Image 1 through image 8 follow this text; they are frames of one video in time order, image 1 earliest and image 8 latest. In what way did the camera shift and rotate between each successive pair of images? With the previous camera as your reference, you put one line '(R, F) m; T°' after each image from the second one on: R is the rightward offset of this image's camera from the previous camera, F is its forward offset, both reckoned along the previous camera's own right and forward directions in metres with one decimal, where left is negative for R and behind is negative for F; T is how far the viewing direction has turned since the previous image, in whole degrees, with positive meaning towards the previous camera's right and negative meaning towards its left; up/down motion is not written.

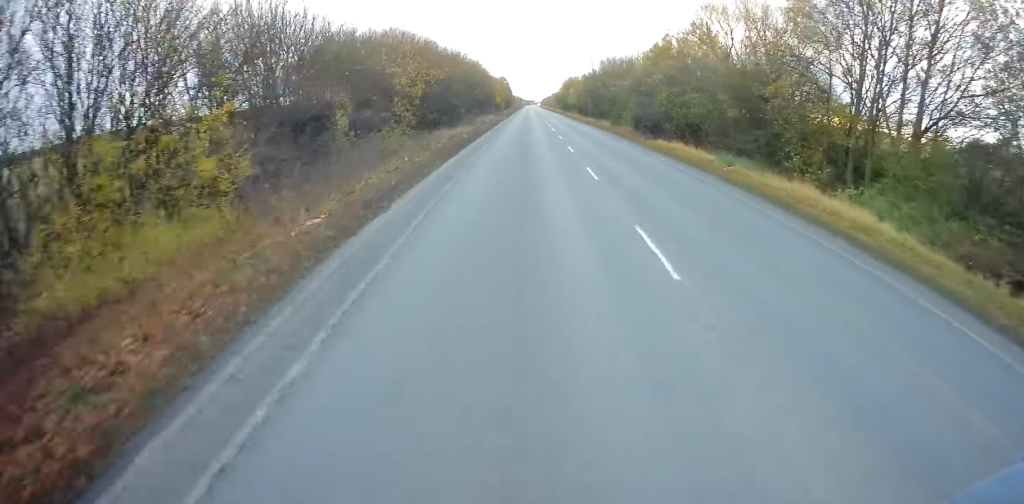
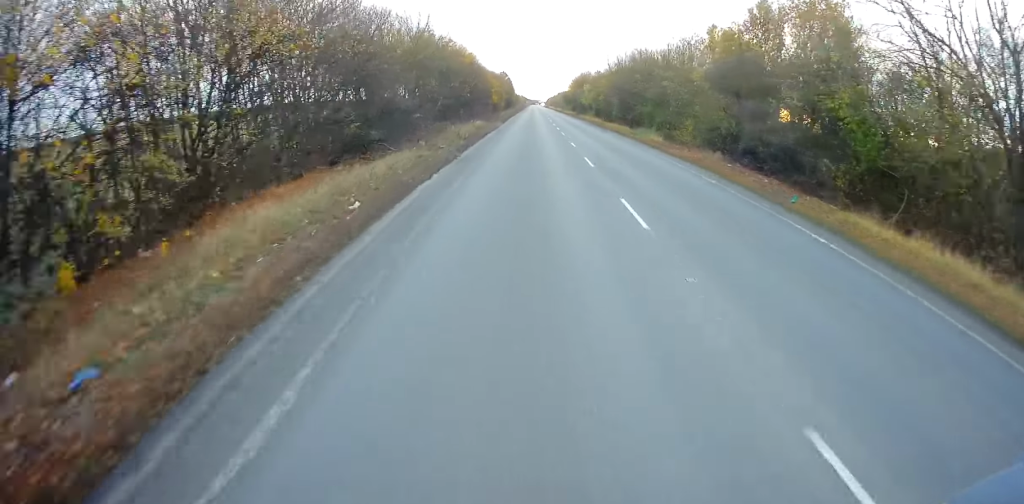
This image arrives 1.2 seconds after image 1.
(+0.5, +24.4) m; +1°
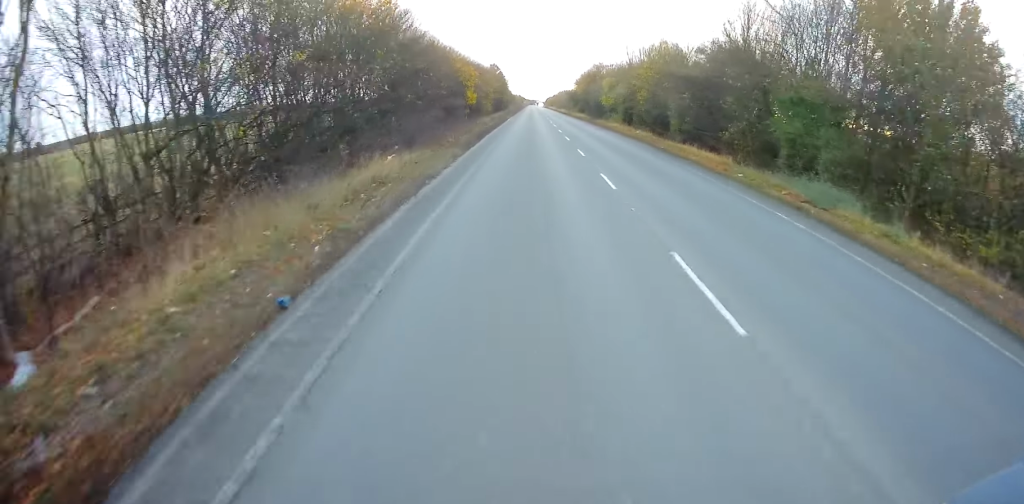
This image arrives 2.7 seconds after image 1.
(-0.6, +31.6) m; -1°
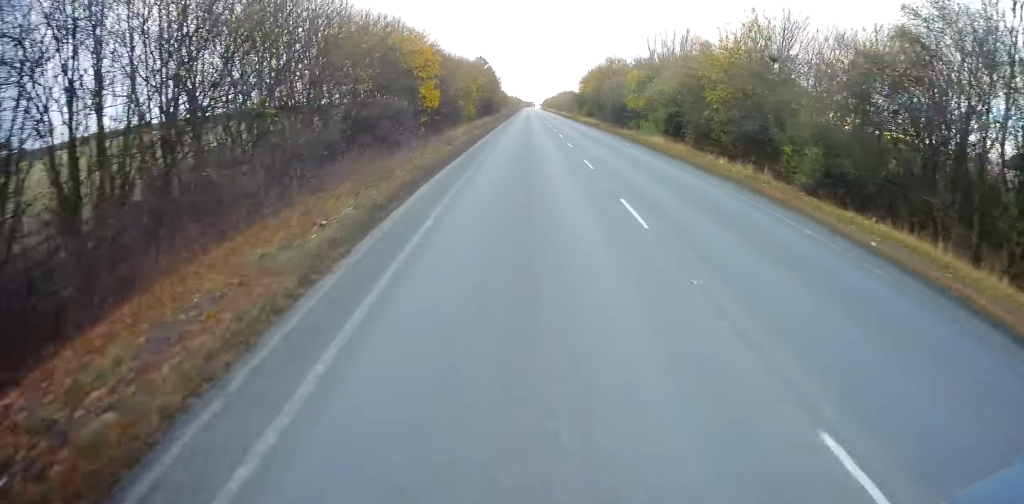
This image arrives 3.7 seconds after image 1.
(+0.3, +22.7) m; +2°
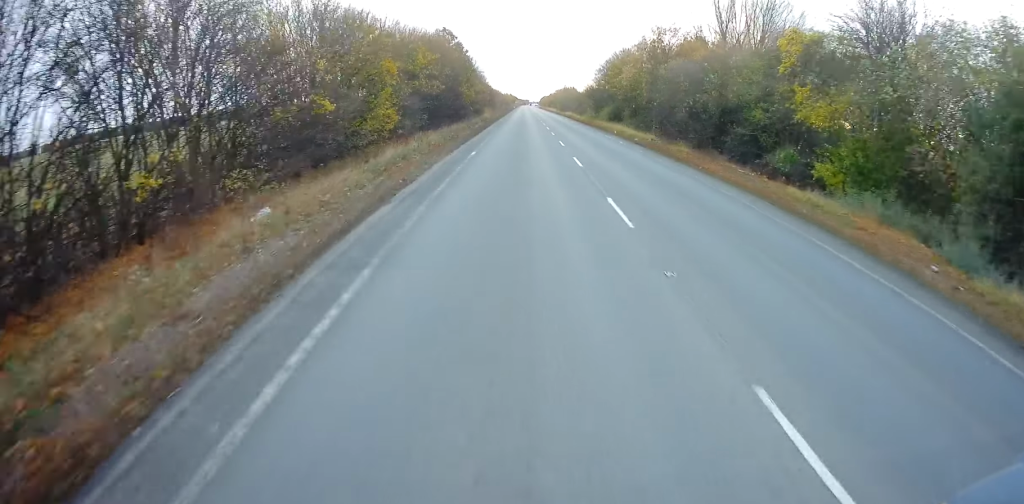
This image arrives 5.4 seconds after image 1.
(+0.4, +36.7) m; 0°
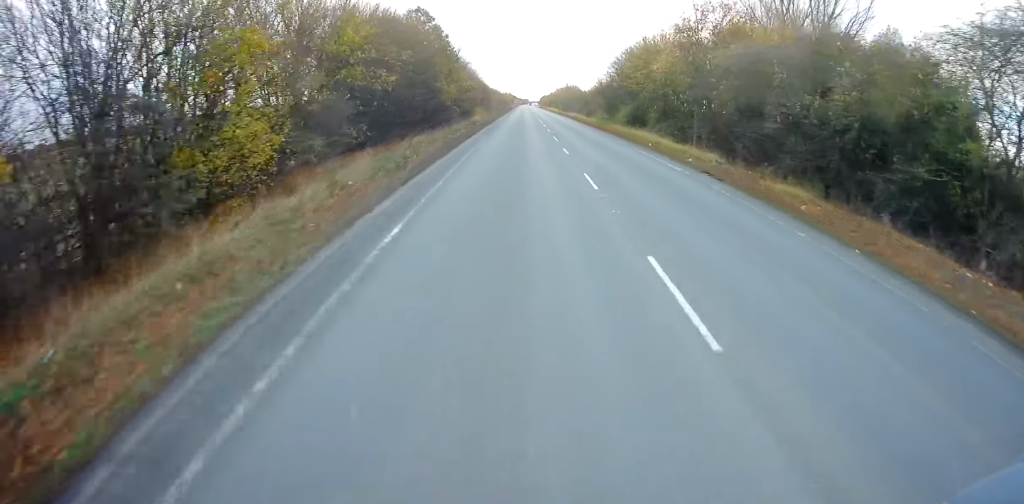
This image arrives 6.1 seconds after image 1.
(-0.2, +14.4) m; -1°
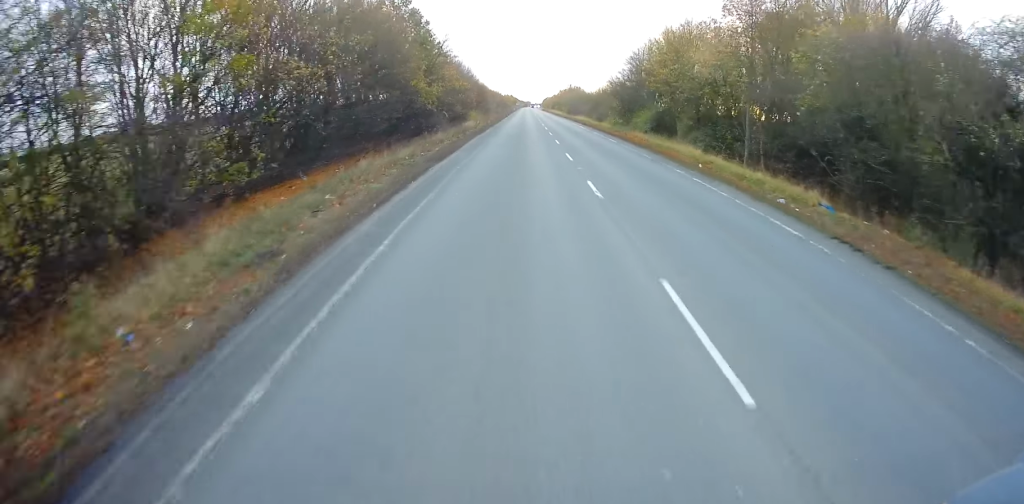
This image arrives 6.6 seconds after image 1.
(0.0, +10.1) m; 0°
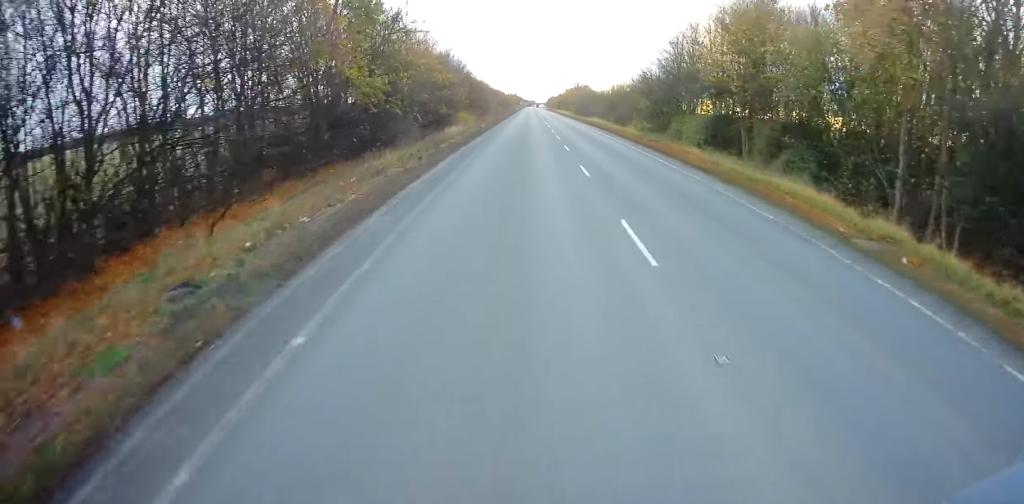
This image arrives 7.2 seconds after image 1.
(0.0, +14.3) m; 0°
